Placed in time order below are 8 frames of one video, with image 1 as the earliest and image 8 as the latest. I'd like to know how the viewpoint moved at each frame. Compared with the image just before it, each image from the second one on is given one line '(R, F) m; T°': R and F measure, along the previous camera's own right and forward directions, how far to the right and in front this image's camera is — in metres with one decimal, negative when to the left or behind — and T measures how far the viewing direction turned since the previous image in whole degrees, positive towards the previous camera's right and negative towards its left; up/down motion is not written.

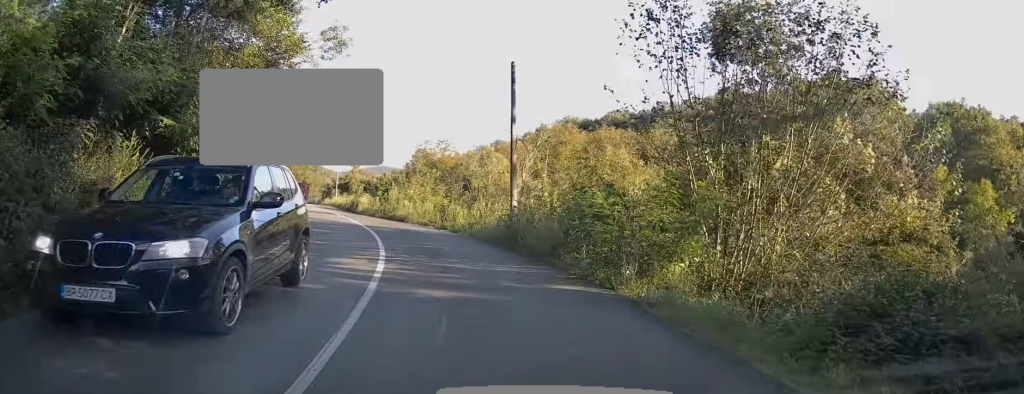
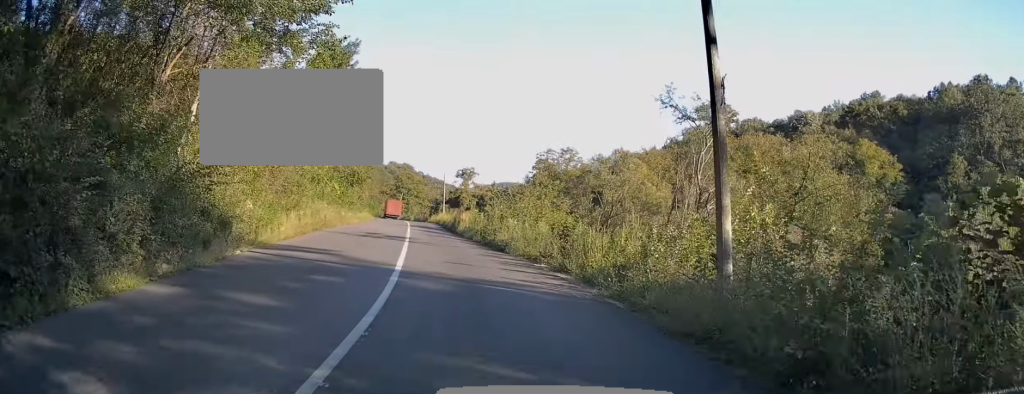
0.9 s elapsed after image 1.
(-0.9, +11.3) m; -9°
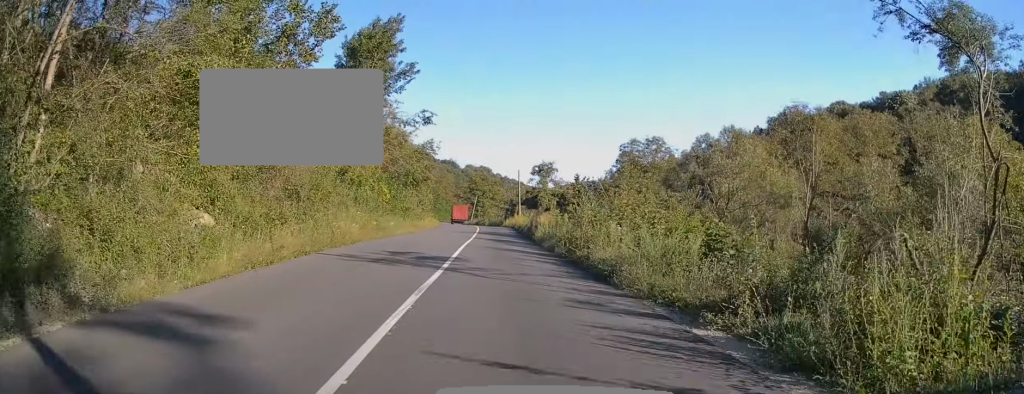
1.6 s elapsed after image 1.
(-0.3, +8.4) m; -7°
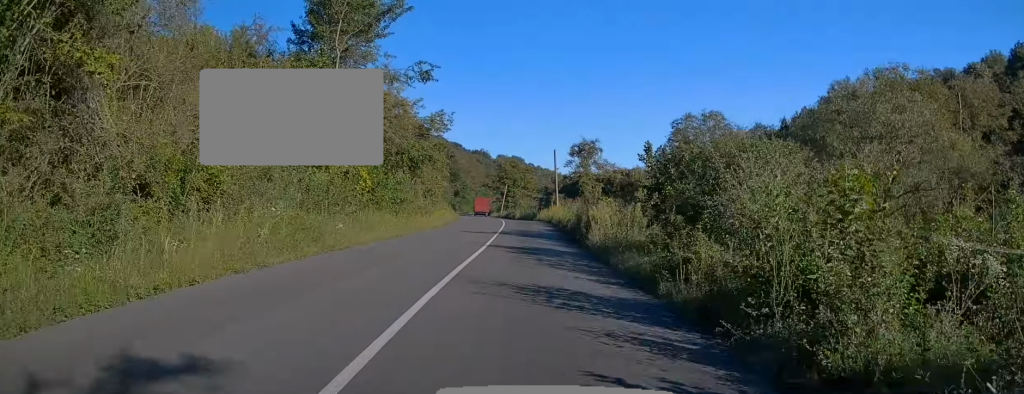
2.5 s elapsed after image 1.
(-1.0, +12.0) m; -5°
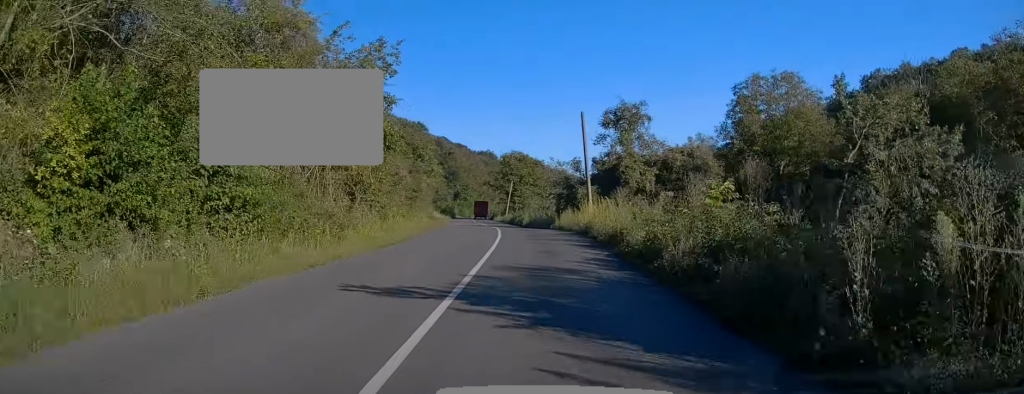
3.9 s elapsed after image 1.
(-0.3, +19.2) m; -2°
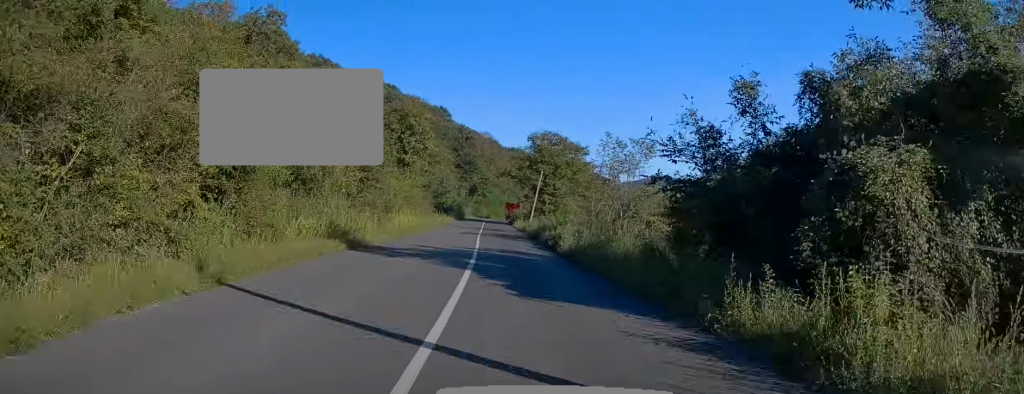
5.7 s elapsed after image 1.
(-0.5, +27.5) m; -2°
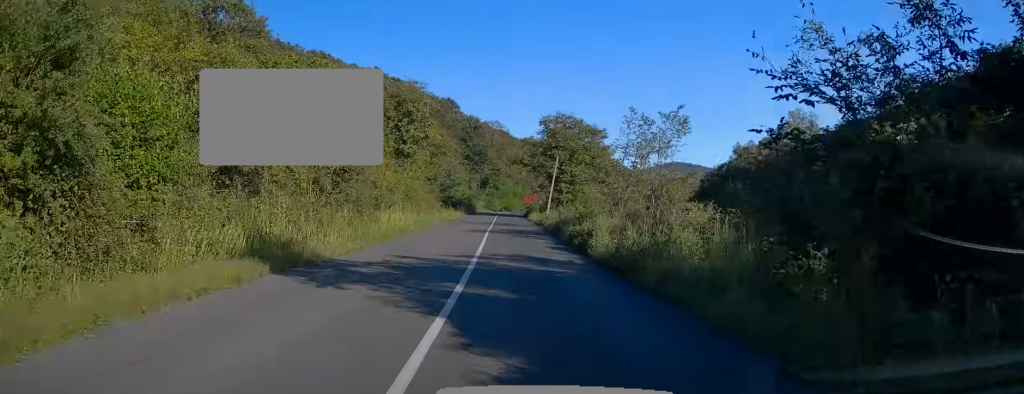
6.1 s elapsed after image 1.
(-0.1, +6.1) m; 0°
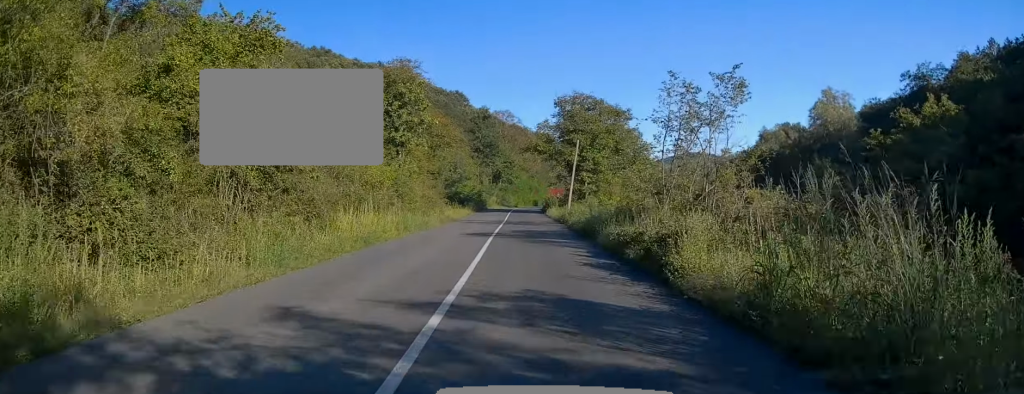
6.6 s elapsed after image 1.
(-0.1, +8.1) m; -1°
